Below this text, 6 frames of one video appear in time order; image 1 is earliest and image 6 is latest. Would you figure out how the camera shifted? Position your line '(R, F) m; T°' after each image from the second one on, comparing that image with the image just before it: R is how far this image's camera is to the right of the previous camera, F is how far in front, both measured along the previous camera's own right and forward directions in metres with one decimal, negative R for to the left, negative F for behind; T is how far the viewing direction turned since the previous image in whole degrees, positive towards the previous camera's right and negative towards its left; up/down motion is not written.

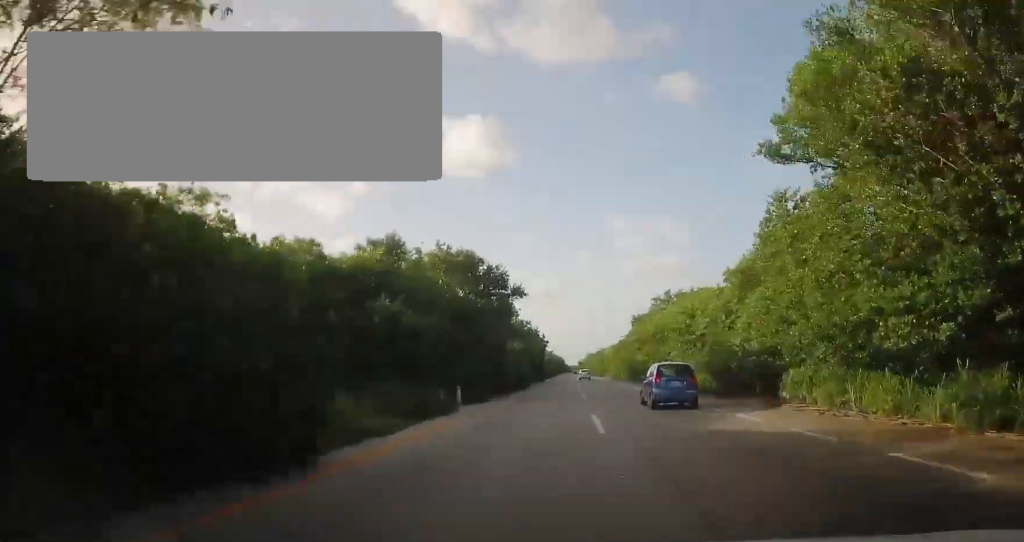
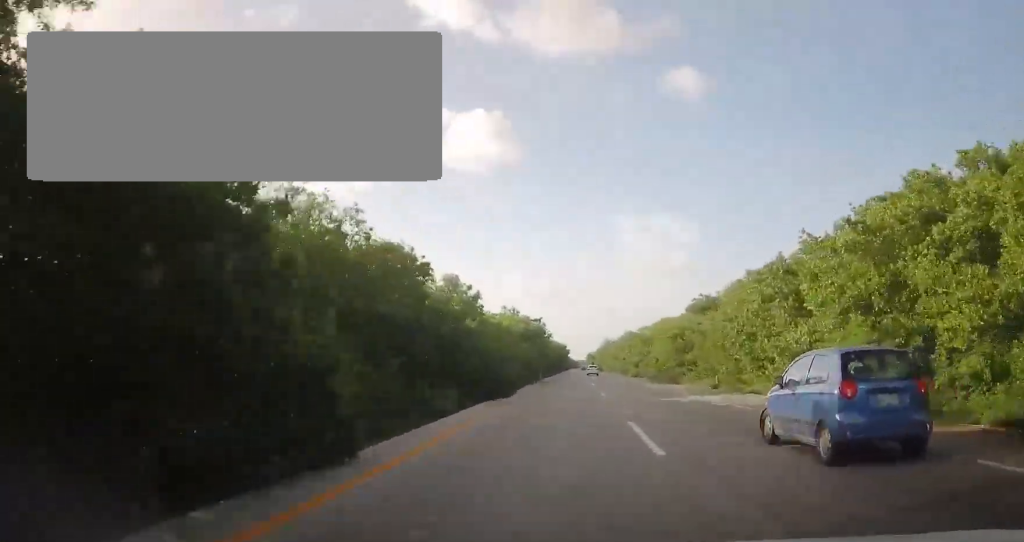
(+0.7, +81.2) m; 0°
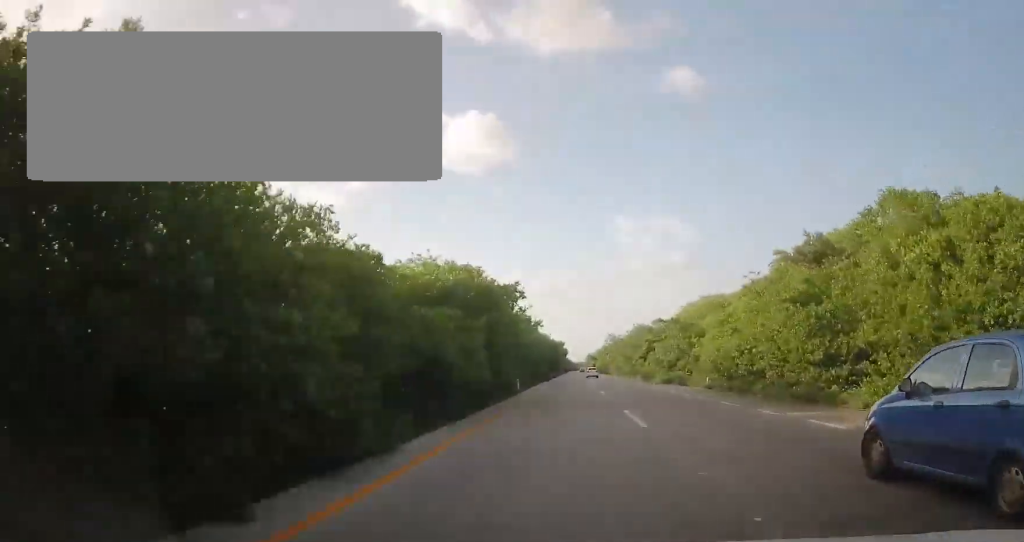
(0.0, +26.6) m; 0°
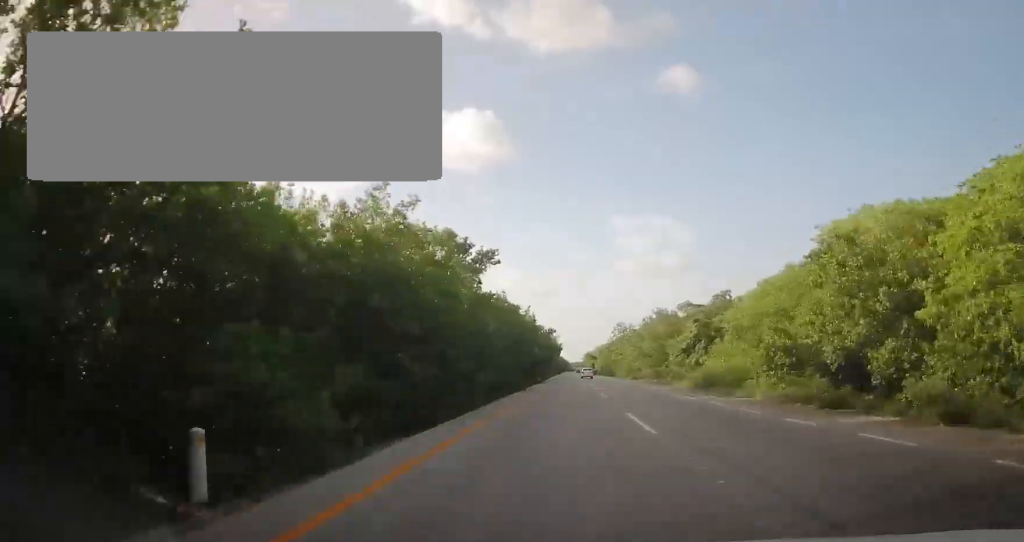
(0.0, +32.0) m; 0°
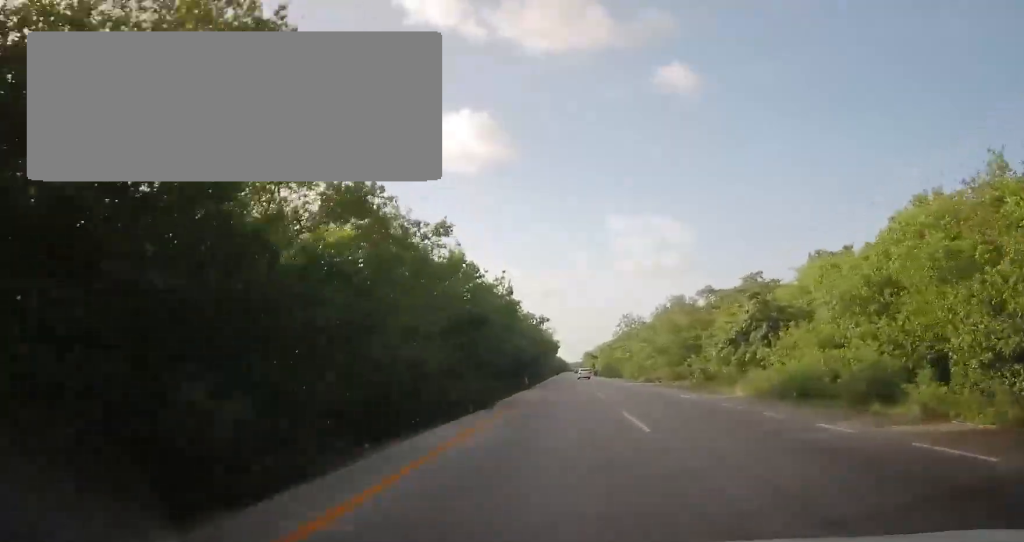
(-0.1, +14.8) m; 0°
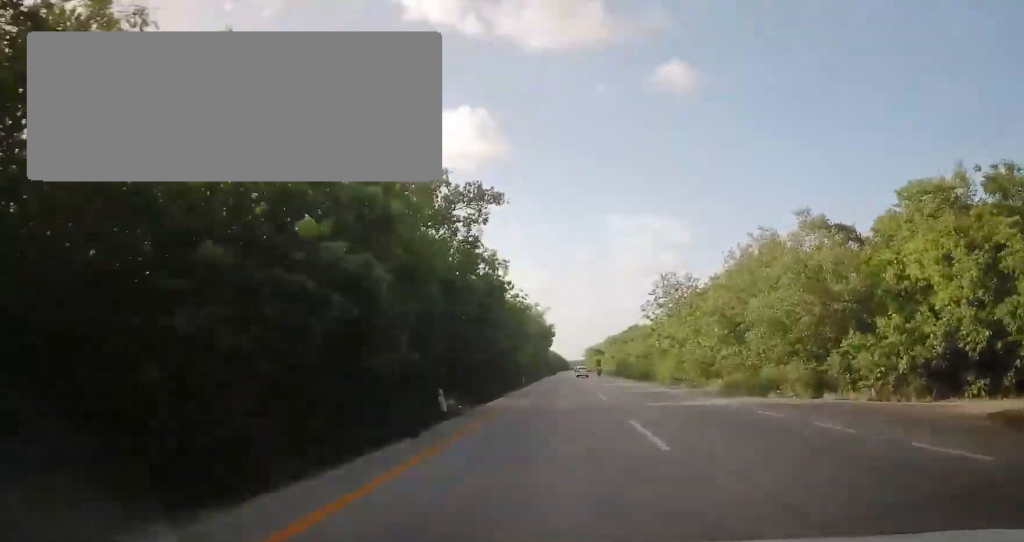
(+0.6, +33.4) m; +1°
